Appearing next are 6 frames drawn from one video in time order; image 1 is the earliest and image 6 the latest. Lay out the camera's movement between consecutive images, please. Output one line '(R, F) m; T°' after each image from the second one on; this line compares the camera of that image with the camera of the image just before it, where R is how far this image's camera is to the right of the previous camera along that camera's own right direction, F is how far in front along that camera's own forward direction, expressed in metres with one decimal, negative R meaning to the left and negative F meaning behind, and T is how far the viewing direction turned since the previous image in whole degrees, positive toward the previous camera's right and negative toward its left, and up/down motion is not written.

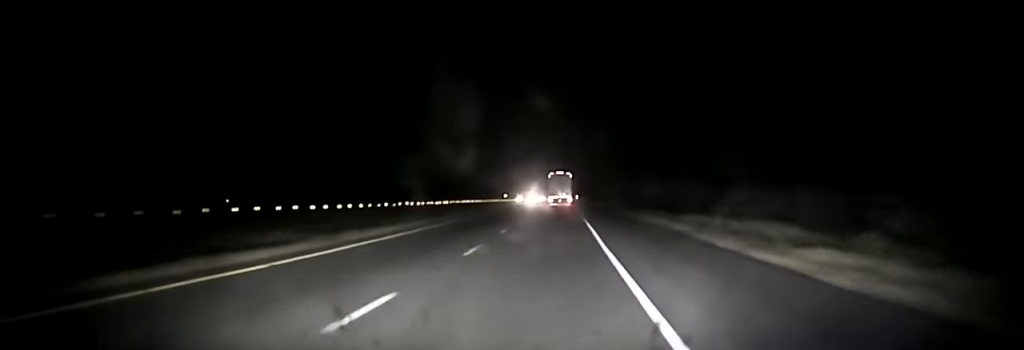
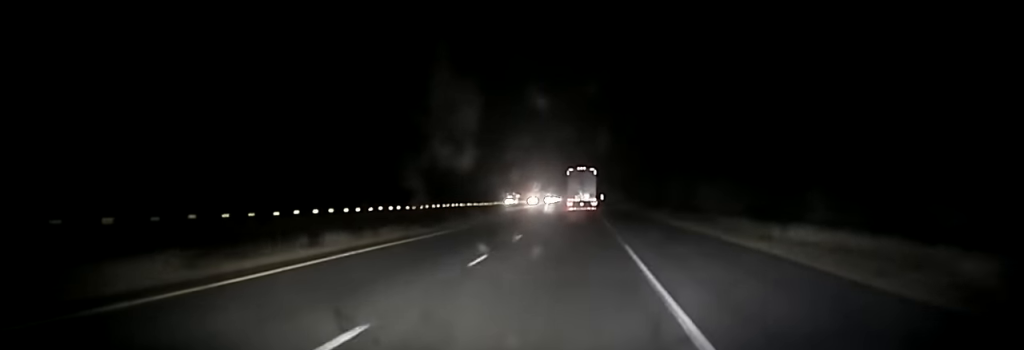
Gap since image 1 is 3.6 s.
(-2.5, +127.4) m; -1°
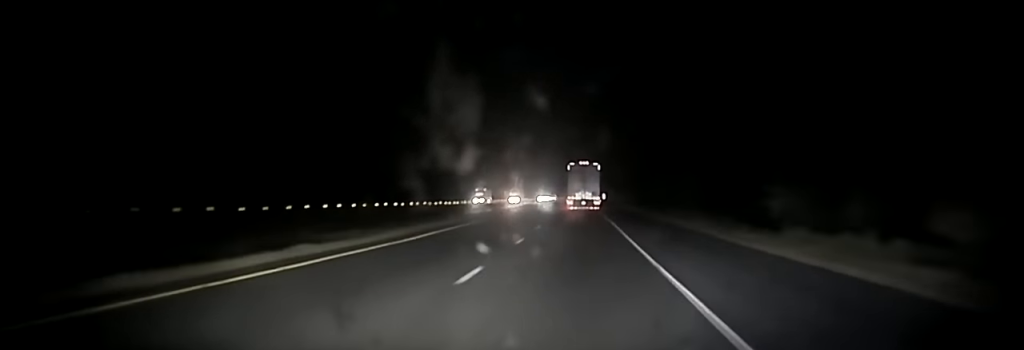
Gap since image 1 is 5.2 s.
(+0.1, +48.2) m; 0°
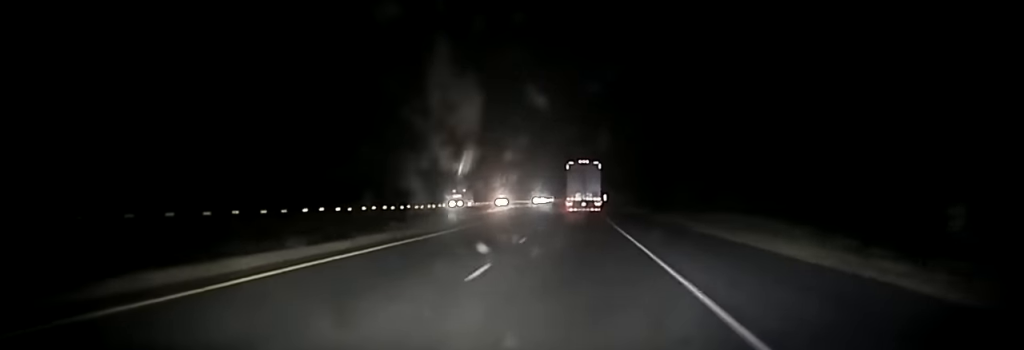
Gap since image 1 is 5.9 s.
(-0.2, +21.6) m; 0°
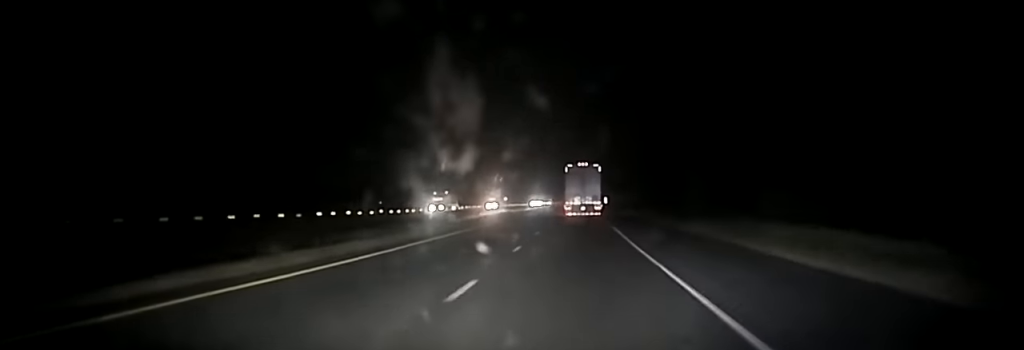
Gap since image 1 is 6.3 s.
(+0.2, +14.7) m; 0°
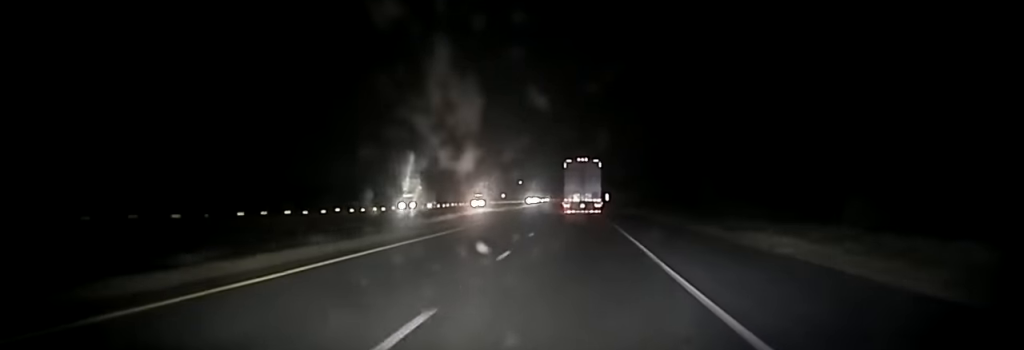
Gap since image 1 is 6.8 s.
(+0.1, +17.0) m; 0°
